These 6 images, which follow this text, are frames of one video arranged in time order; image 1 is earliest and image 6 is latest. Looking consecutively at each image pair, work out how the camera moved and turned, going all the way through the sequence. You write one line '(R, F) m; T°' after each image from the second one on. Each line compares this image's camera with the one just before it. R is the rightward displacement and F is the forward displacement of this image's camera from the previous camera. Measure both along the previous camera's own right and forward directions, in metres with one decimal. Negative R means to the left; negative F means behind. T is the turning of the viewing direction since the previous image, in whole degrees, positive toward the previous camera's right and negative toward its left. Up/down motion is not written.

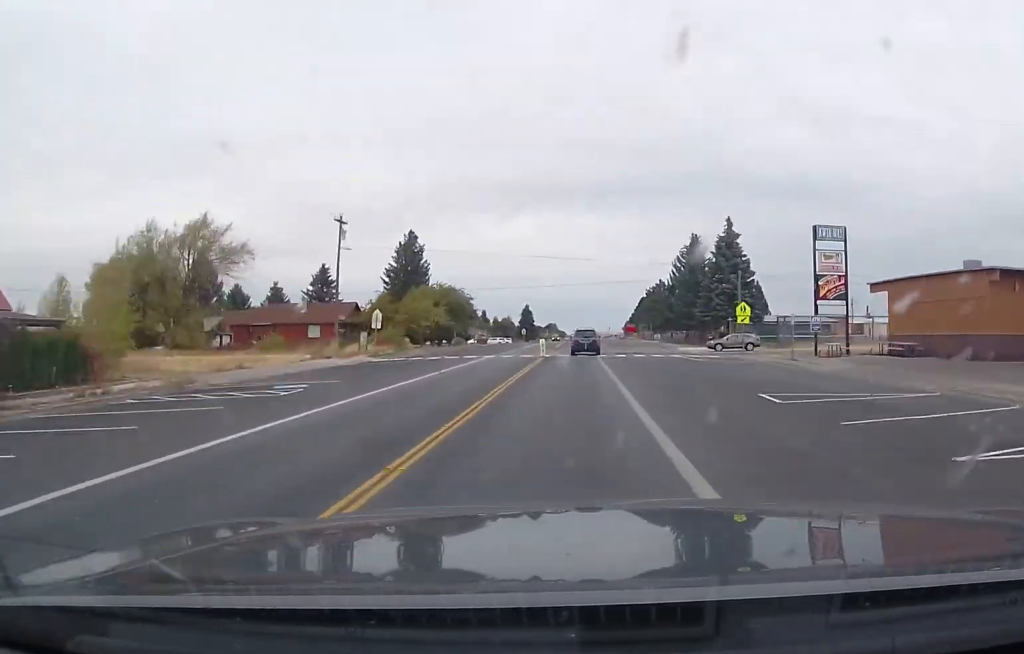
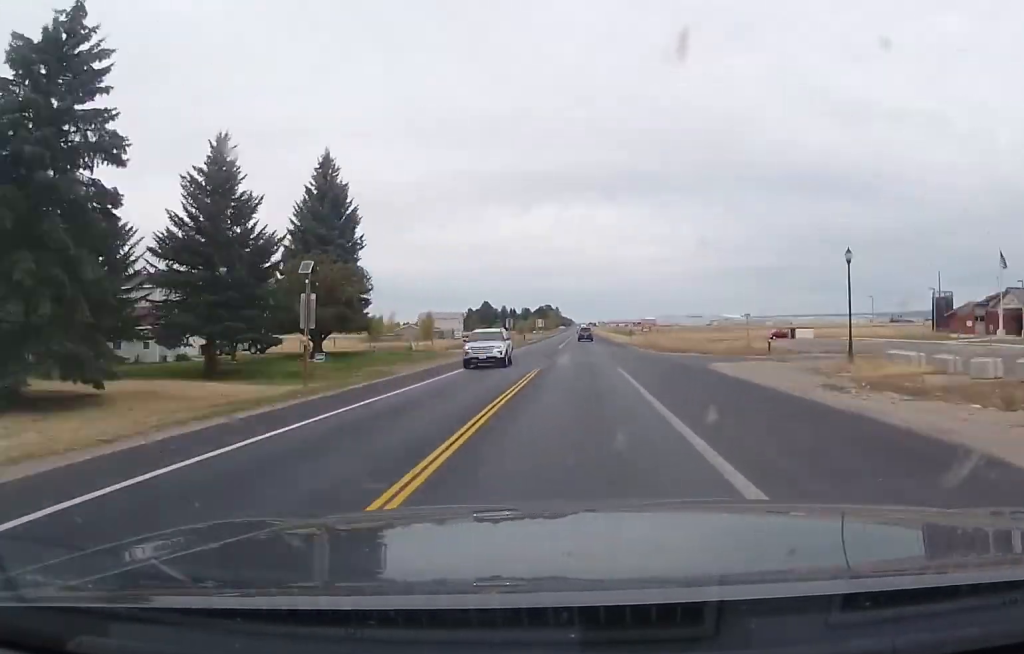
(-0.5, +256.7) m; 0°
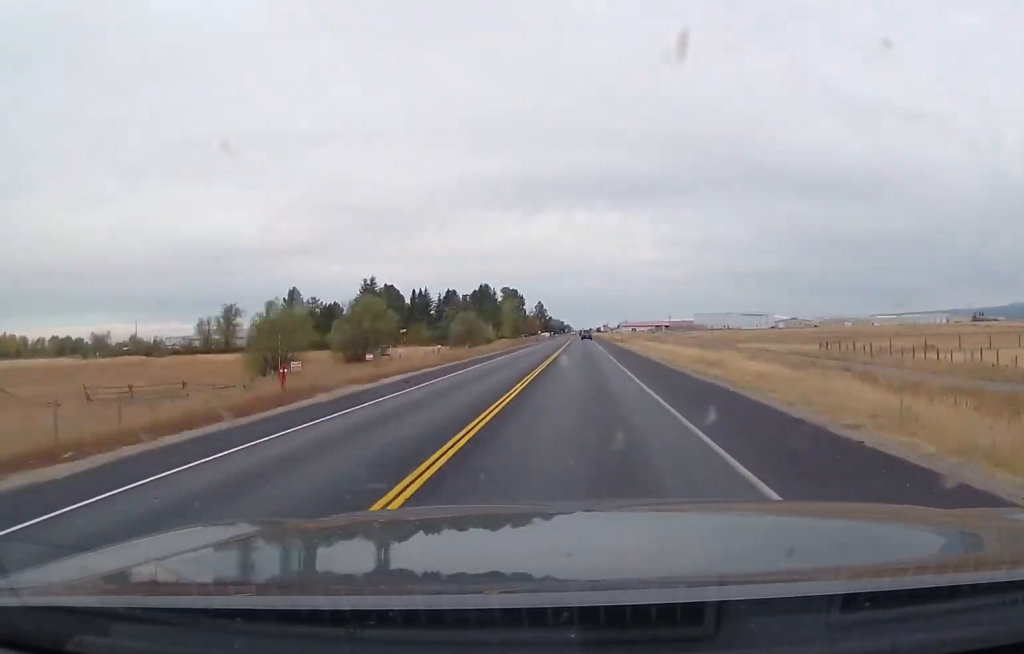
(+1.0, +240.5) m; 0°
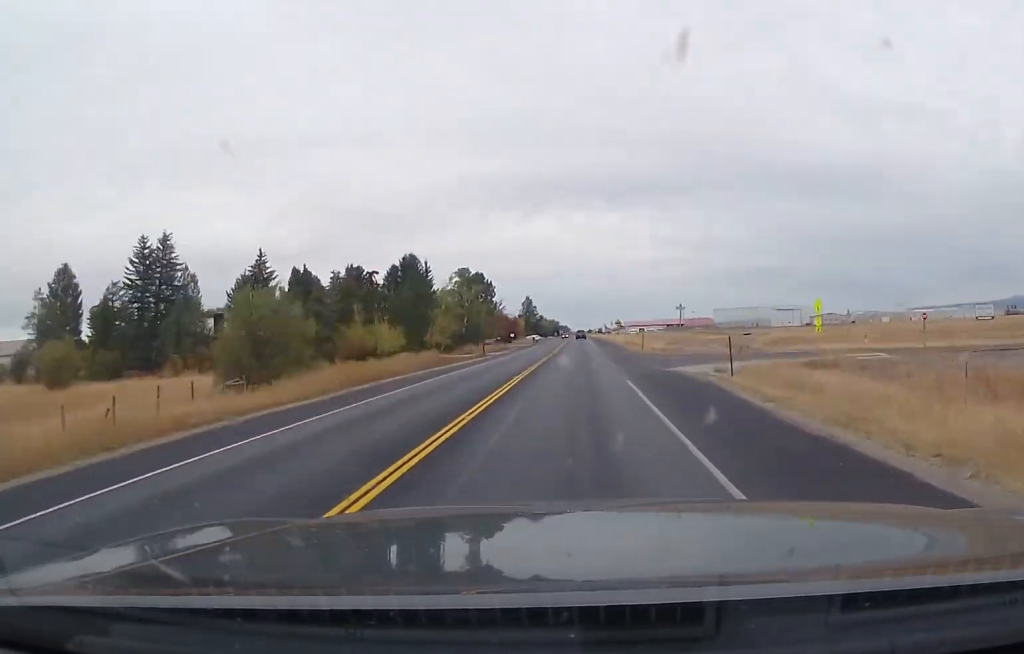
(0.0, +76.8) m; 0°
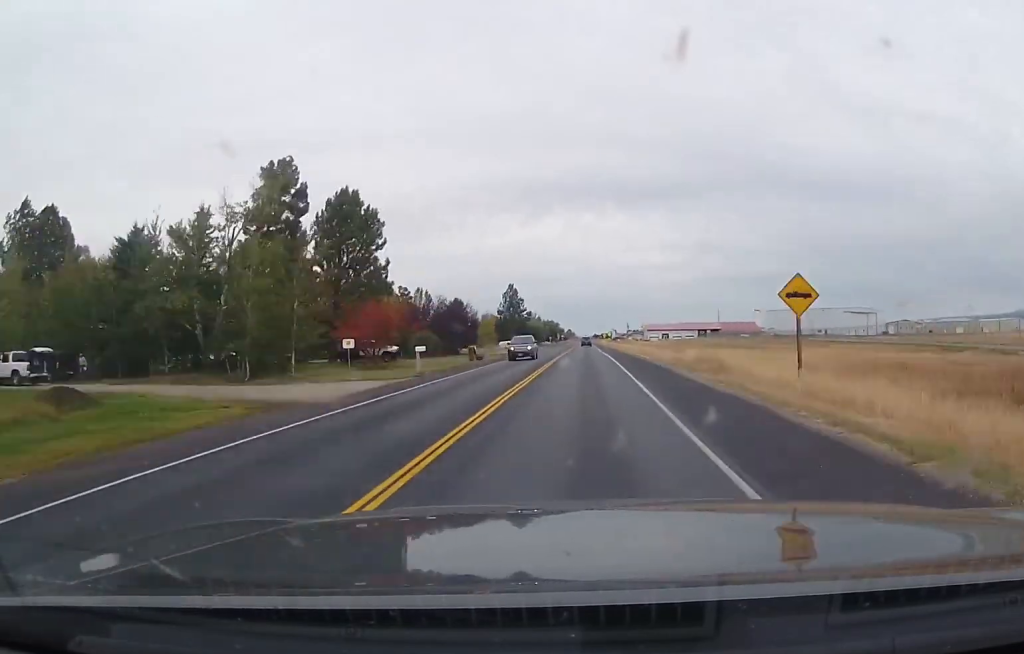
(-0.1, +89.1) m; 0°
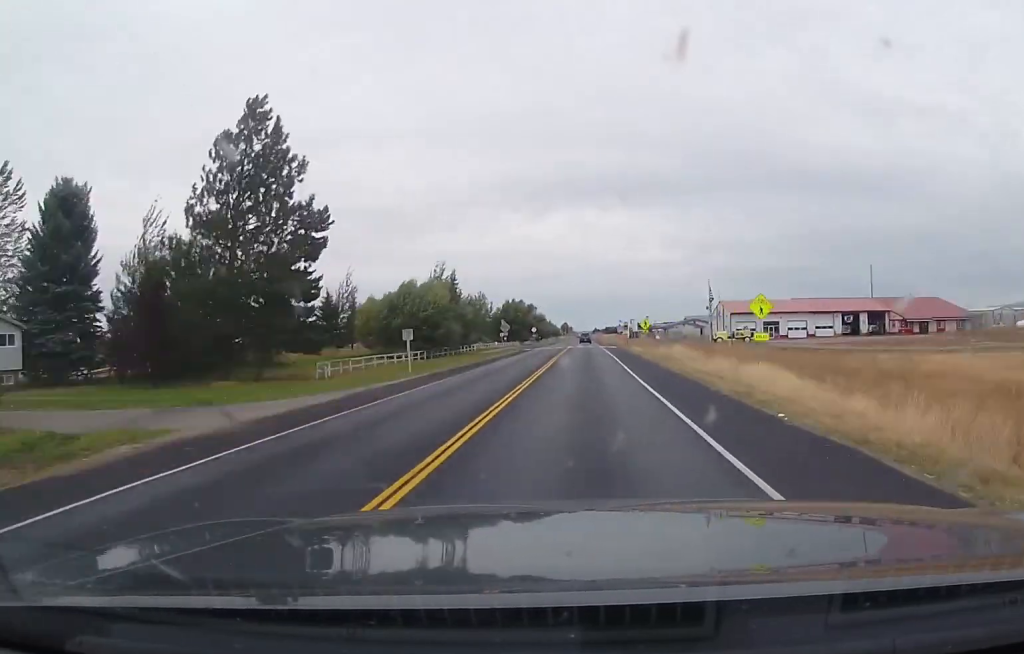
(+0.2, +171.8) m; 0°
